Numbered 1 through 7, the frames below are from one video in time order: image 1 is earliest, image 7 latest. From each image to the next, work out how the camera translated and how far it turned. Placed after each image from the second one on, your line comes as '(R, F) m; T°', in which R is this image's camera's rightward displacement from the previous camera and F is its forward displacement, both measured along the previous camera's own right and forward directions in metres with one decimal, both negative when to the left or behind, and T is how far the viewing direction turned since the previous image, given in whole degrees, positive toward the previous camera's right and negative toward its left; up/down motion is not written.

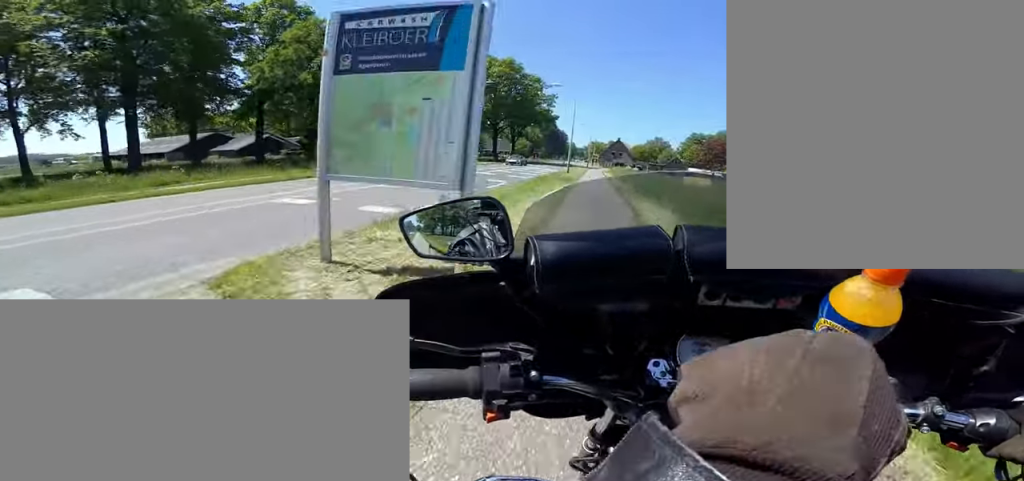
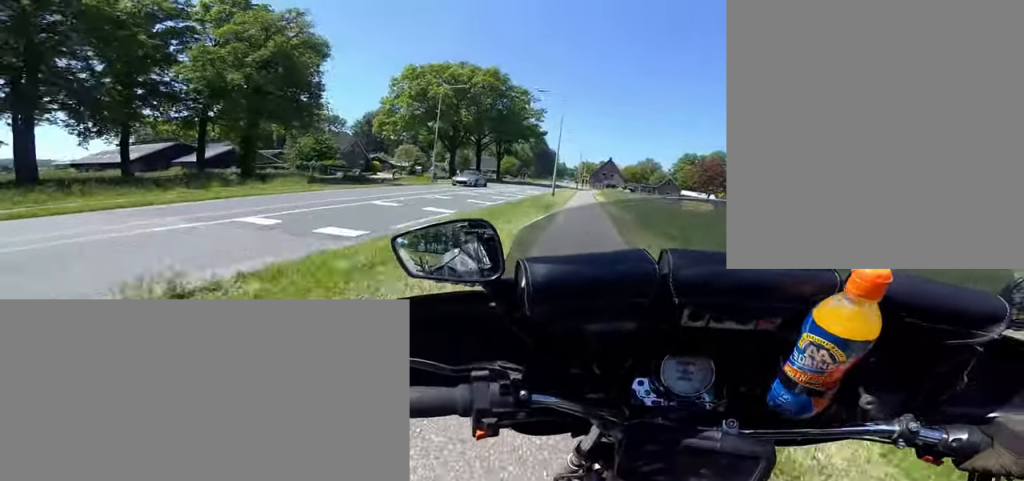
(+0.5, +5.3) m; 0°
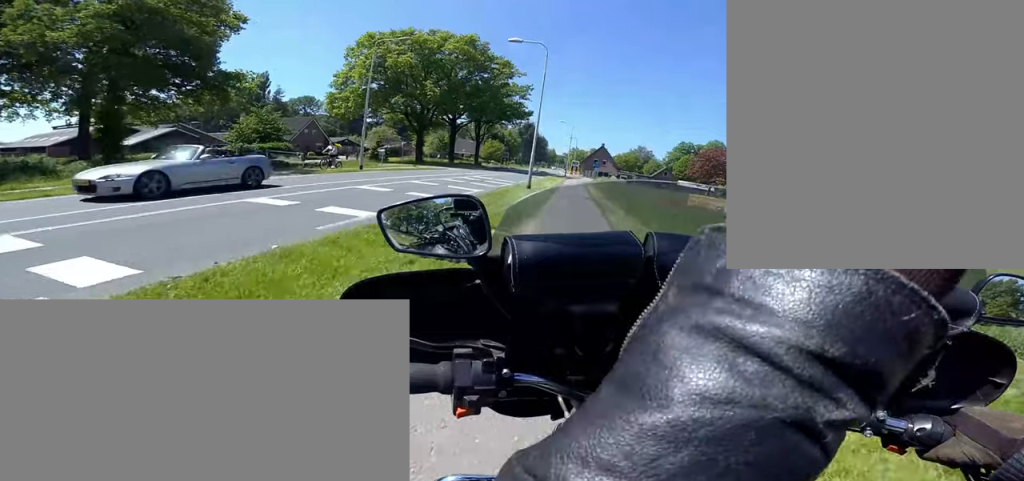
(-0.7, +7.7) m; +1°
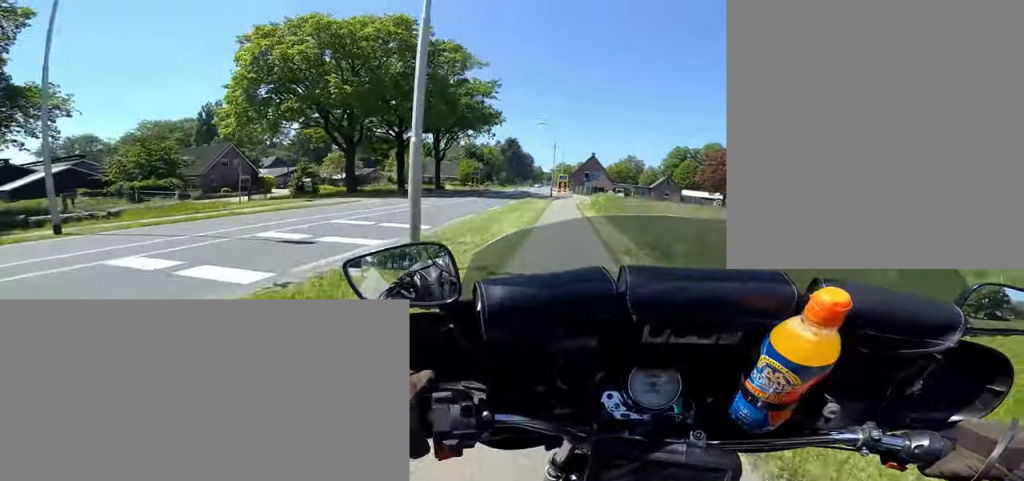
(+0.6, +12.5) m; -1°
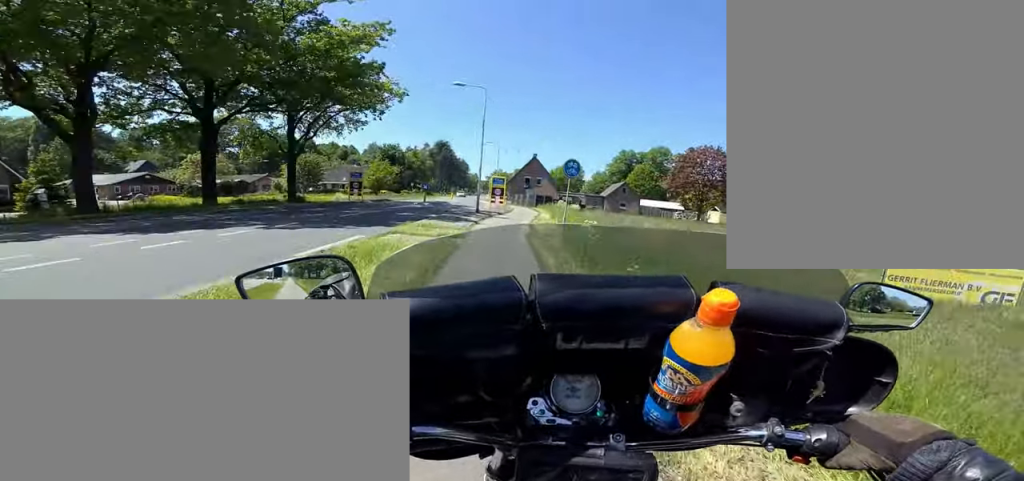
(-0.8, +16.2) m; +2°
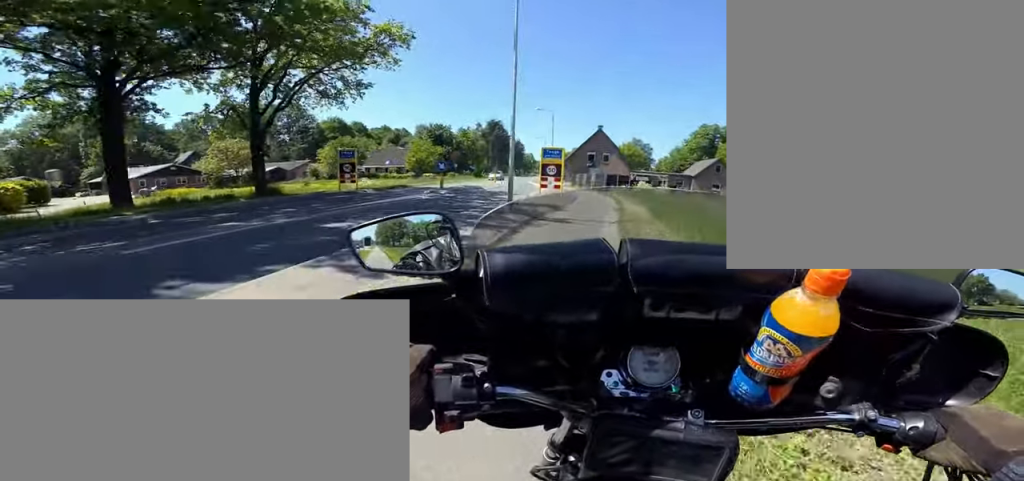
(+0.8, +10.3) m; 0°
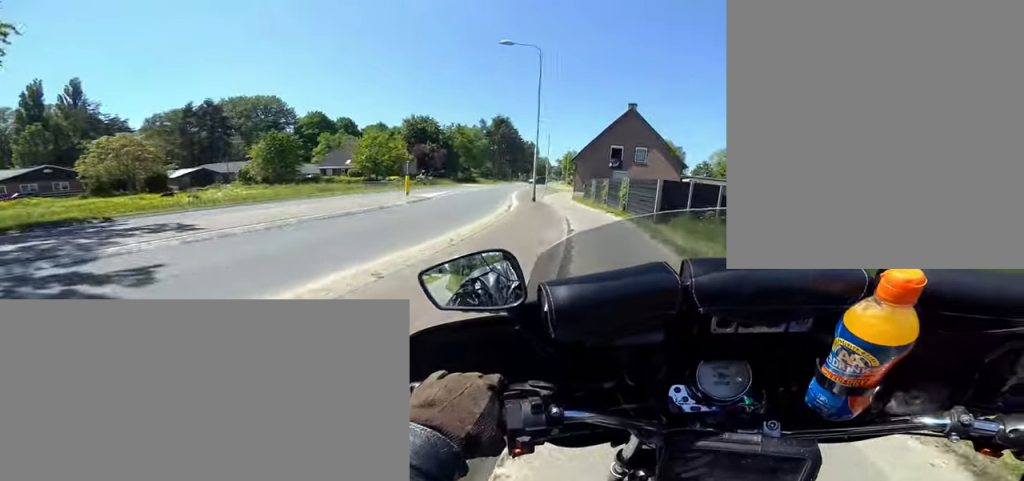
(-1.0, +18.8) m; +3°
